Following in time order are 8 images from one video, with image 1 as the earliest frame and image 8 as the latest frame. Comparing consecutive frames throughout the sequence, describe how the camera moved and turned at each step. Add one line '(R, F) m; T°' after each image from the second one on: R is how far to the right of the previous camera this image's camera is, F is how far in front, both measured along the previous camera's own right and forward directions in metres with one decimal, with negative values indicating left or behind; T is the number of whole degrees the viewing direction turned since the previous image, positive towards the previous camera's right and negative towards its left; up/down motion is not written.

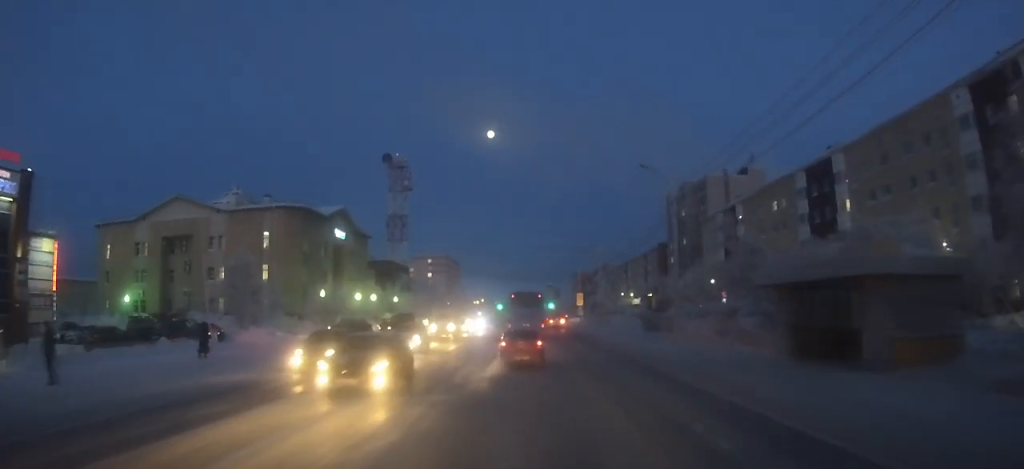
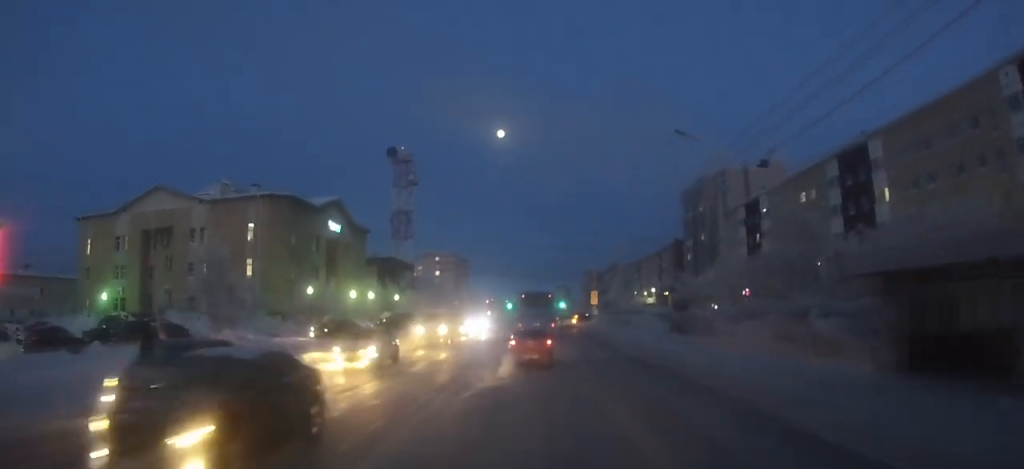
(0.0, +6.3) m; 0°
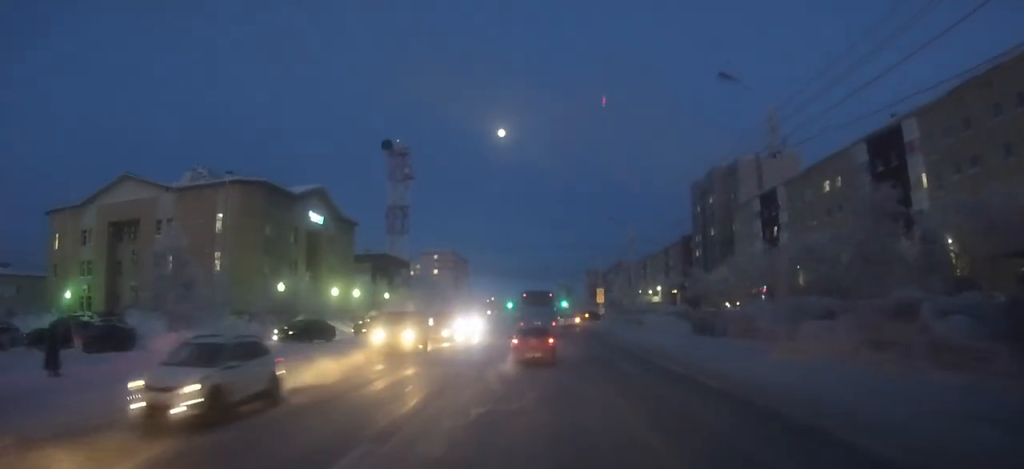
(0.0, +6.8) m; 0°
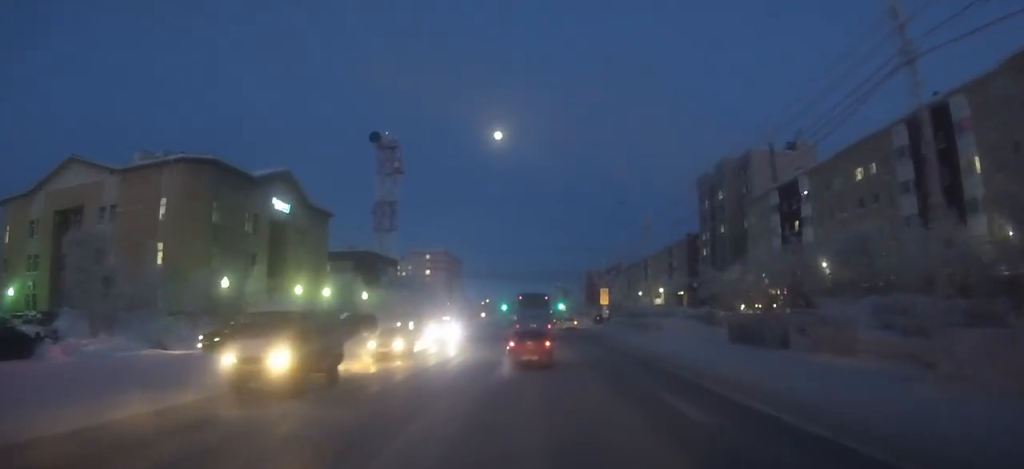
(0.0, +8.8) m; -1°
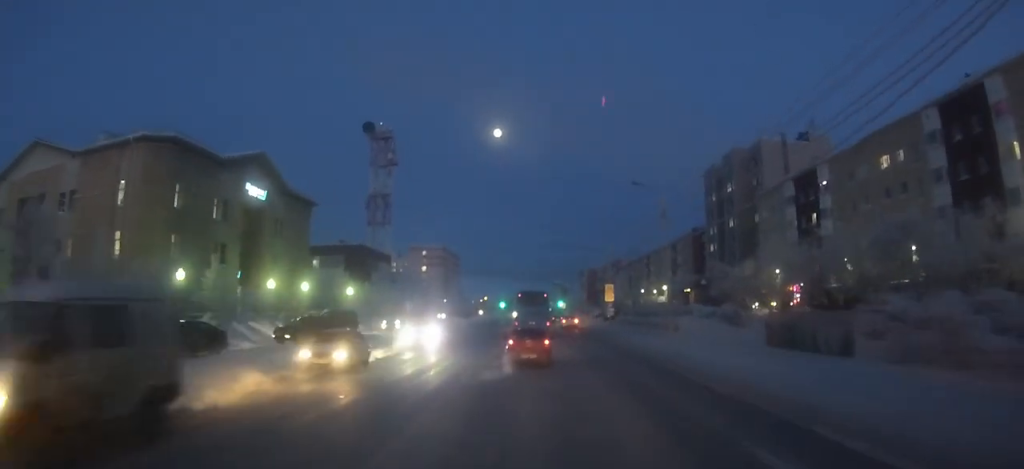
(0.0, +5.6) m; 0°
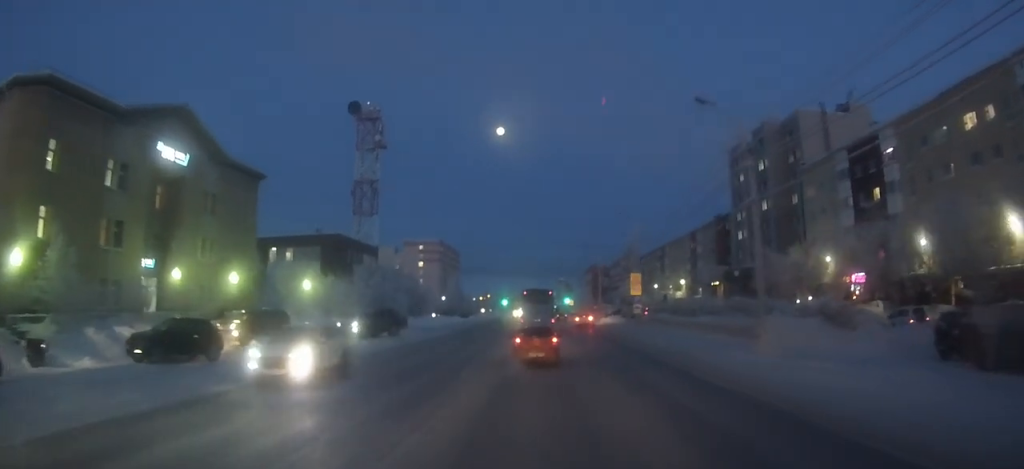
(-0.1, +14.3) m; -1°
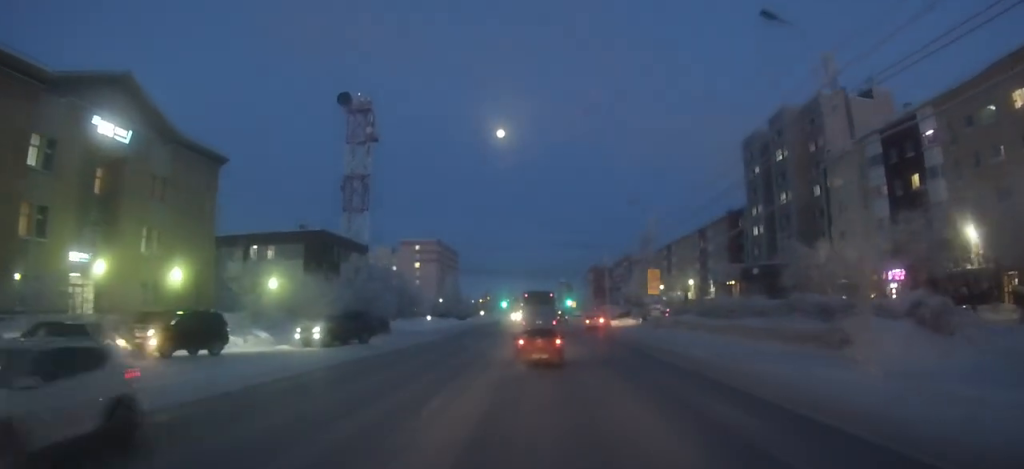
(-0.1, +7.3) m; +1°
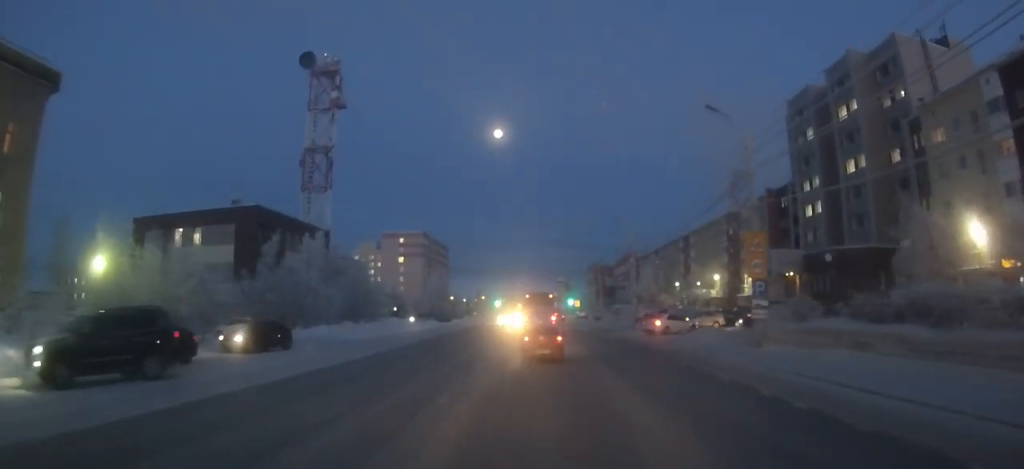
(+0.4, +20.3) m; 0°
